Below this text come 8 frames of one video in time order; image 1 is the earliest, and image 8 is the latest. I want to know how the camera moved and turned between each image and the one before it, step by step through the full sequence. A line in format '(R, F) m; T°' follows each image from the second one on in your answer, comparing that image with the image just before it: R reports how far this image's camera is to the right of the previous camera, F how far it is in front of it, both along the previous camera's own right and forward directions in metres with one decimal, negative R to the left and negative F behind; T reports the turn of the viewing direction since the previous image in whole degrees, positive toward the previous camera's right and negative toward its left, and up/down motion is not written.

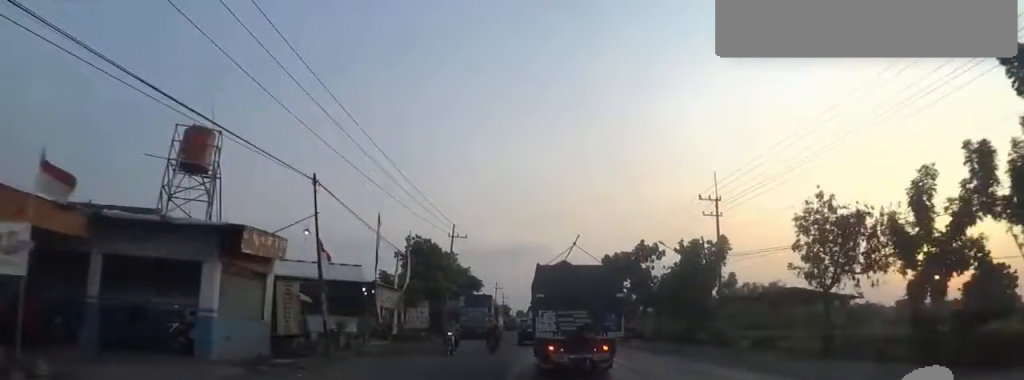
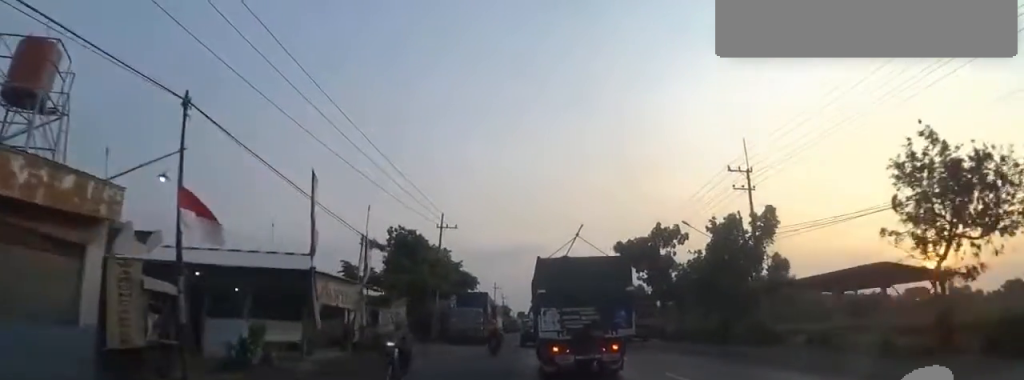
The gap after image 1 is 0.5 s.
(+0.3, +5.6) m; +3°
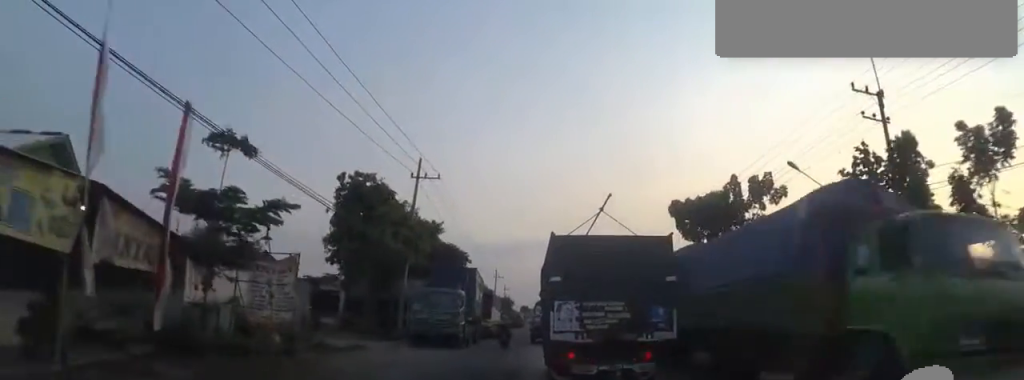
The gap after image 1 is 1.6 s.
(+0.2, +11.6) m; -3°
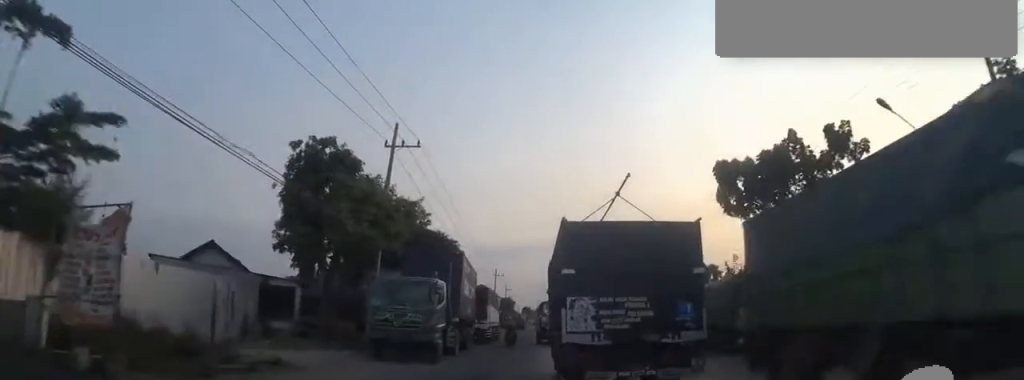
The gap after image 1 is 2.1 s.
(-0.4, +5.4) m; 0°
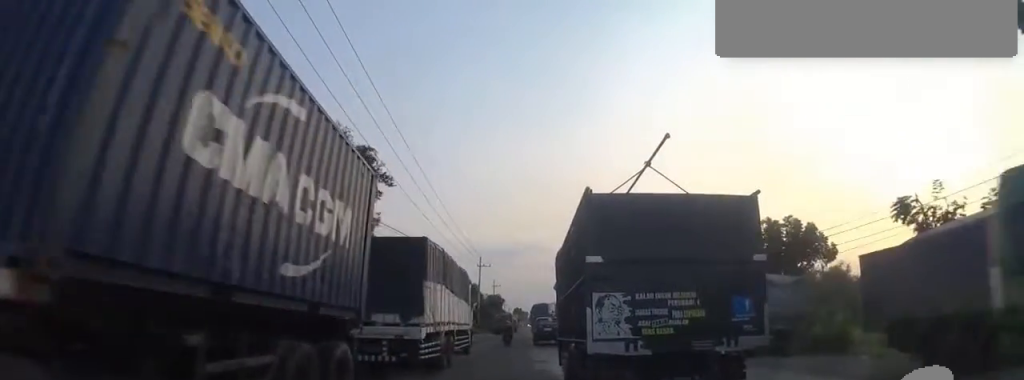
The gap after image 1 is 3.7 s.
(+0.3, +15.9) m; 0°
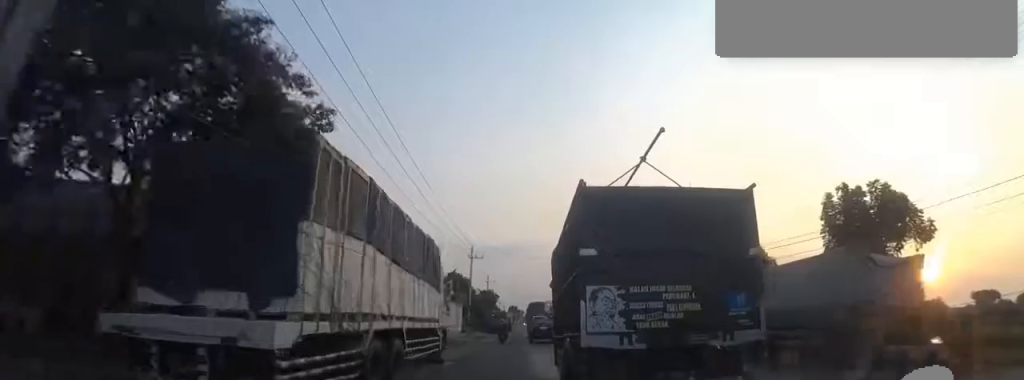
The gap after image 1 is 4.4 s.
(-0.6, +6.1) m; +1°
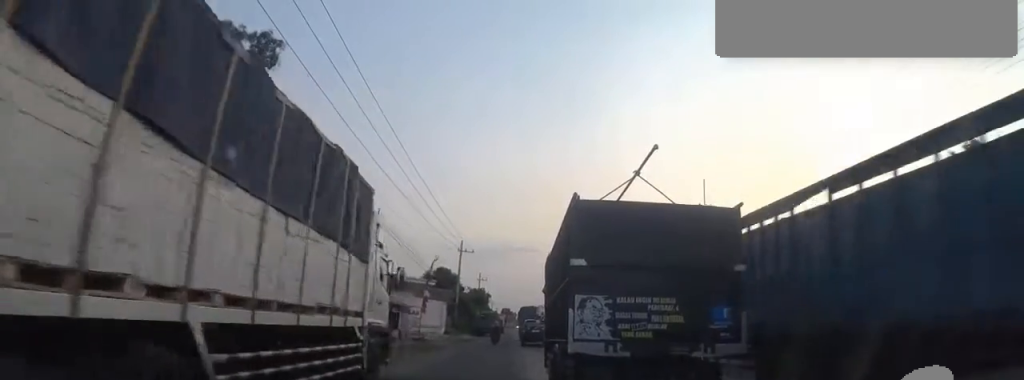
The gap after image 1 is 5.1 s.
(+0.3, +6.0) m; 0°
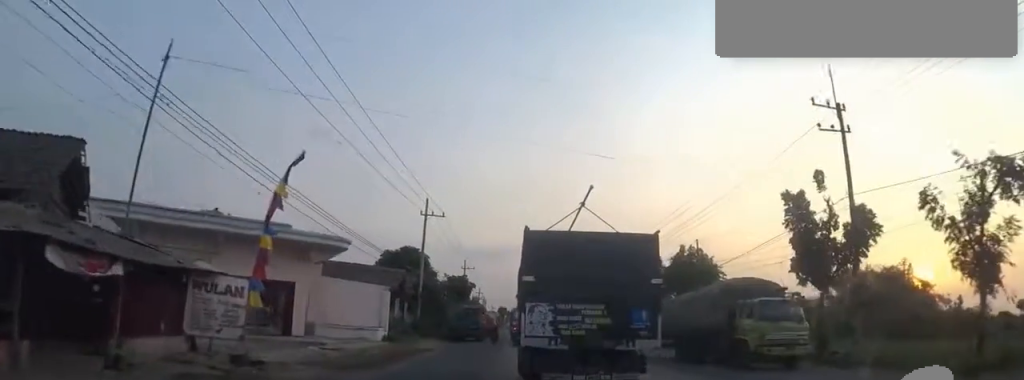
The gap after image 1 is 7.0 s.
(-0.3, +19.2) m; -1°
